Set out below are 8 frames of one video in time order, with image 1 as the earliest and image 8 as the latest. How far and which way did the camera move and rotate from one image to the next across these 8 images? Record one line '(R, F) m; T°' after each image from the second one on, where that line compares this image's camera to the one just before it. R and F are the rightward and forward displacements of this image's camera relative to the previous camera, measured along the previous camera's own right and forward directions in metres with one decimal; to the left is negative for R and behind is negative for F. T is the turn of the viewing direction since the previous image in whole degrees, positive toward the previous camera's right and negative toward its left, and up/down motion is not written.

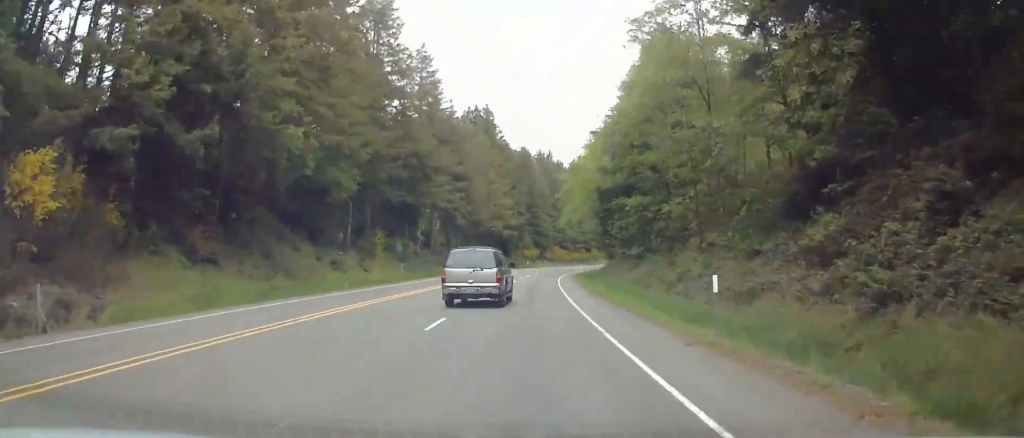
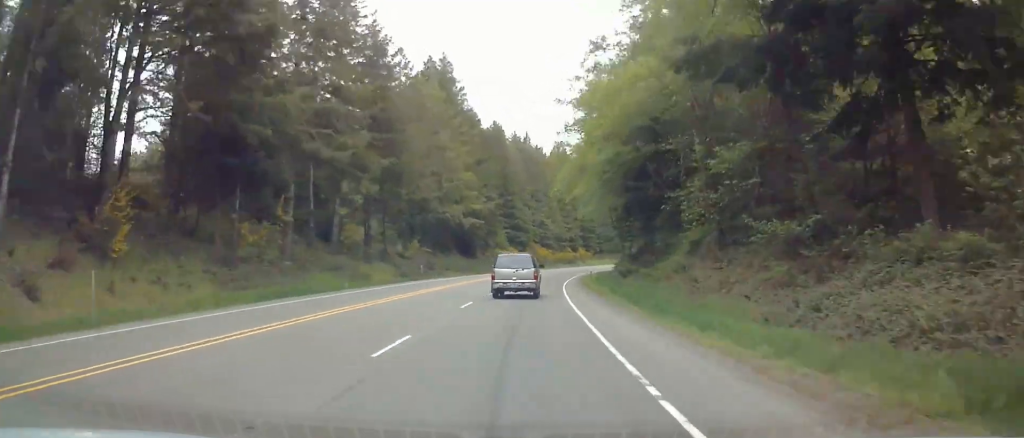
(0.0, +40.1) m; 0°
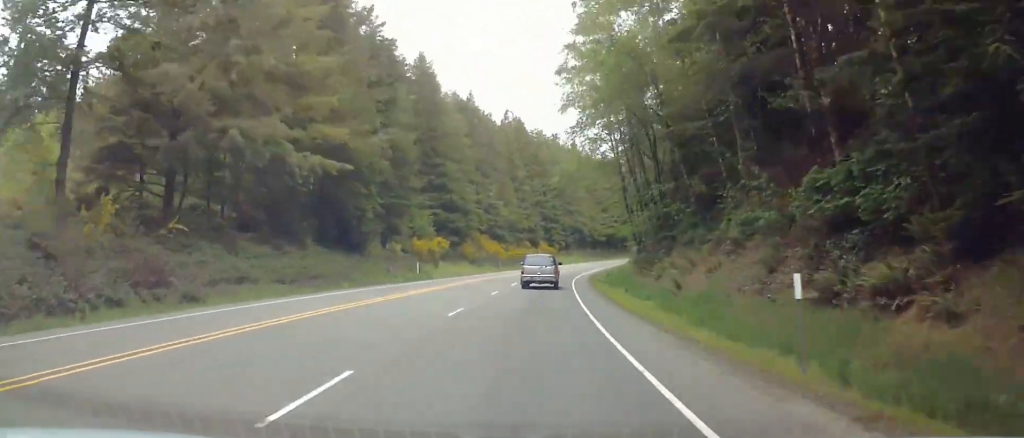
(+0.5, +53.1) m; +3°
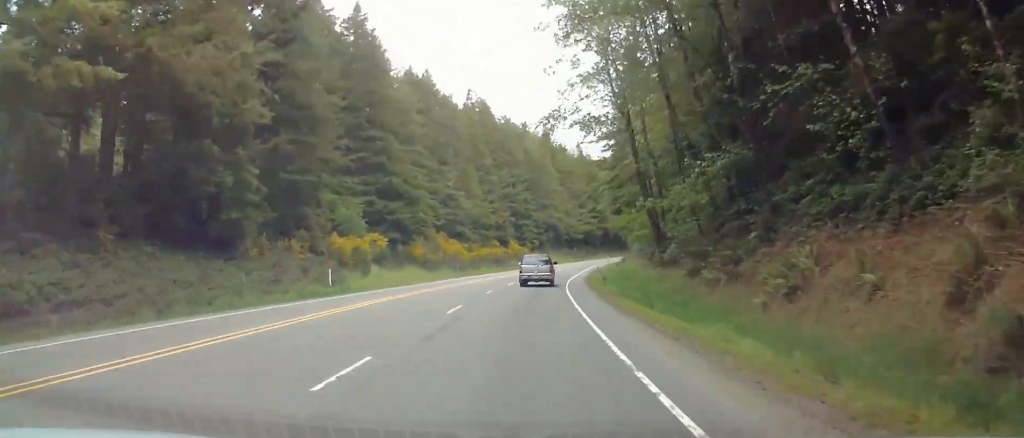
(+0.9, +22.7) m; +1°
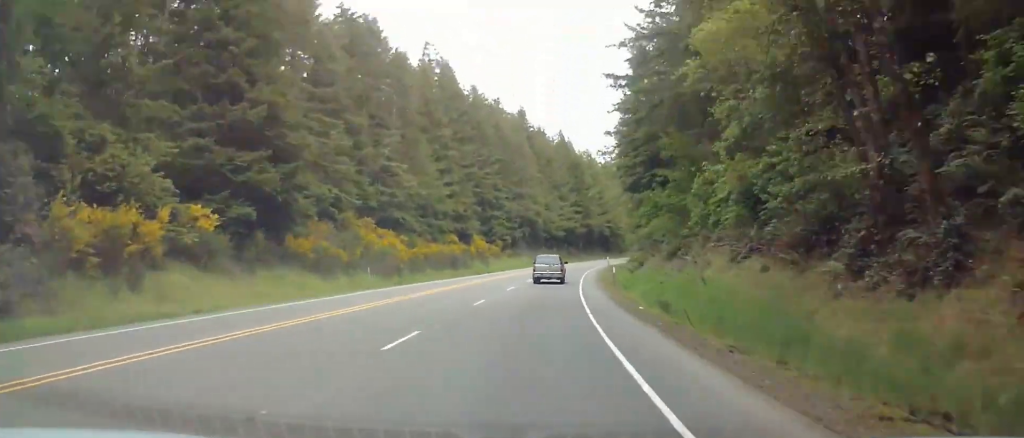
(+0.6, +32.4) m; +3°
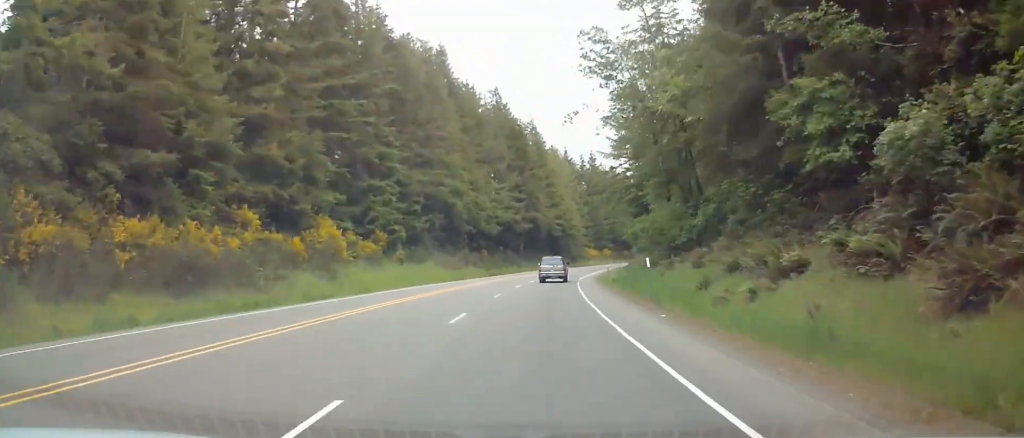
(+2.6, +55.3) m; +7°
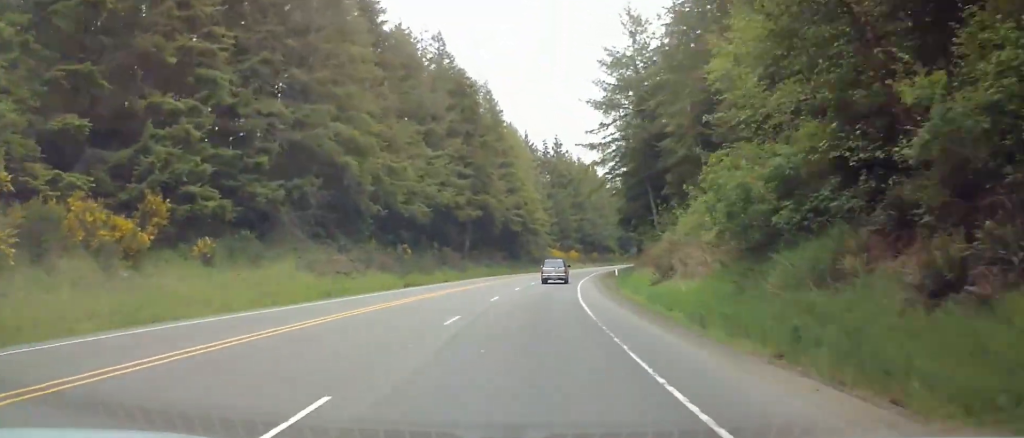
(+2.2, +36.2) m; +4°
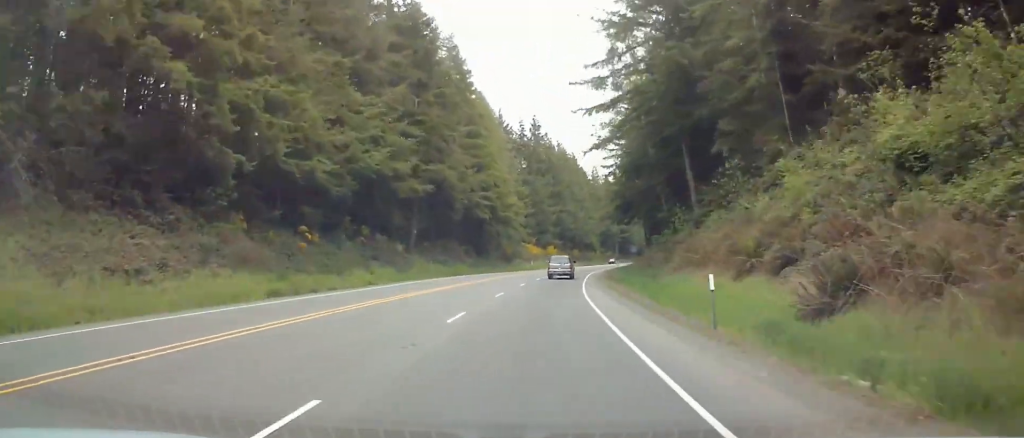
(-0.2, +24.8) m; +2°
